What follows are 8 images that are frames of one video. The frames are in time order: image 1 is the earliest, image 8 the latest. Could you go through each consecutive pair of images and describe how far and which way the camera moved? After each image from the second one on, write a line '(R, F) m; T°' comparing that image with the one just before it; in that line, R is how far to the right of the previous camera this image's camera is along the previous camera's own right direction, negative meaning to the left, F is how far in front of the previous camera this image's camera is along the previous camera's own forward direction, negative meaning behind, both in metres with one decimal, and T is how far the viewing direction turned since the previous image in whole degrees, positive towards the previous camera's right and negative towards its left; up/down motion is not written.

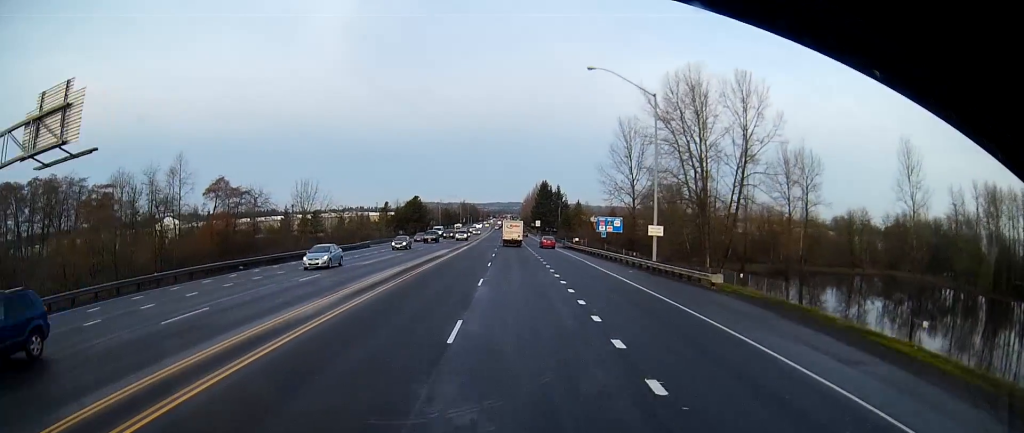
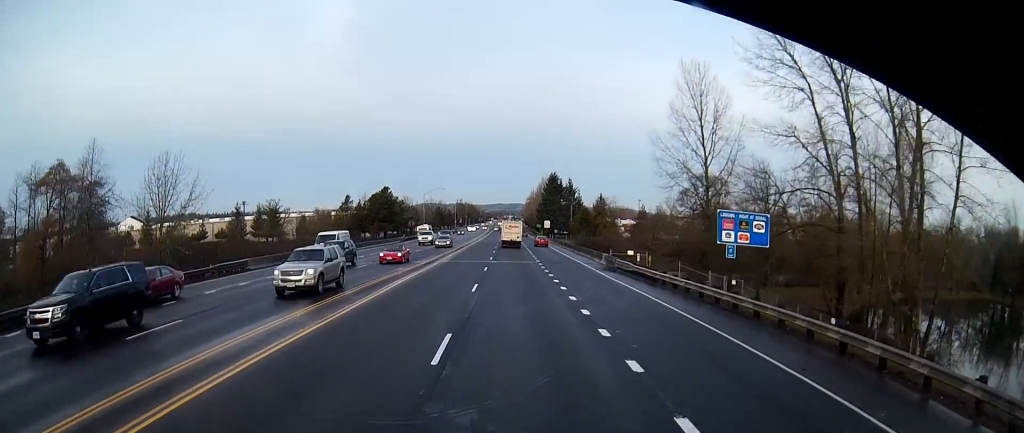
(+0.5, +38.5) m; +1°
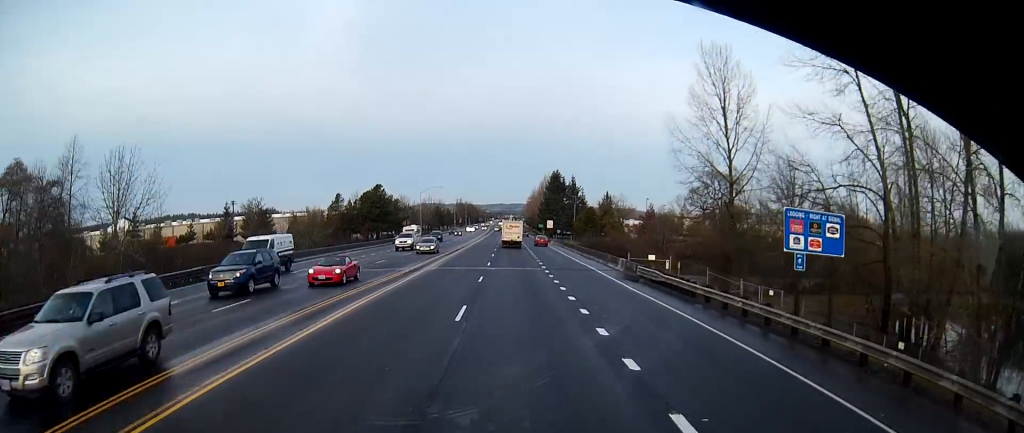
(0.0, +7.2) m; 0°
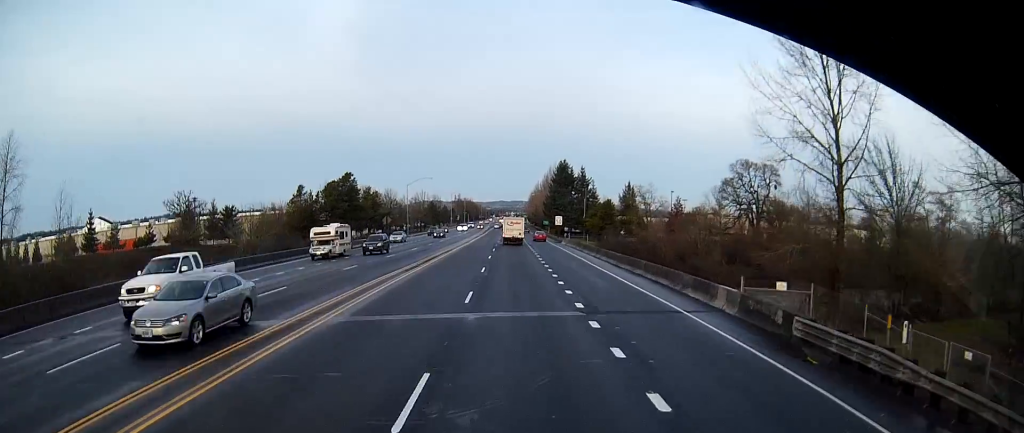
(0.0, +21.2) m; -1°
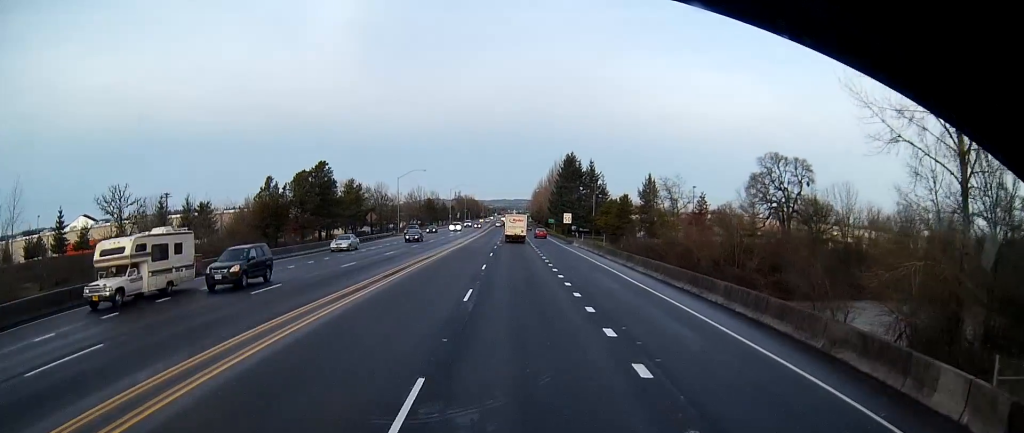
(-0.1, +13.3) m; 0°
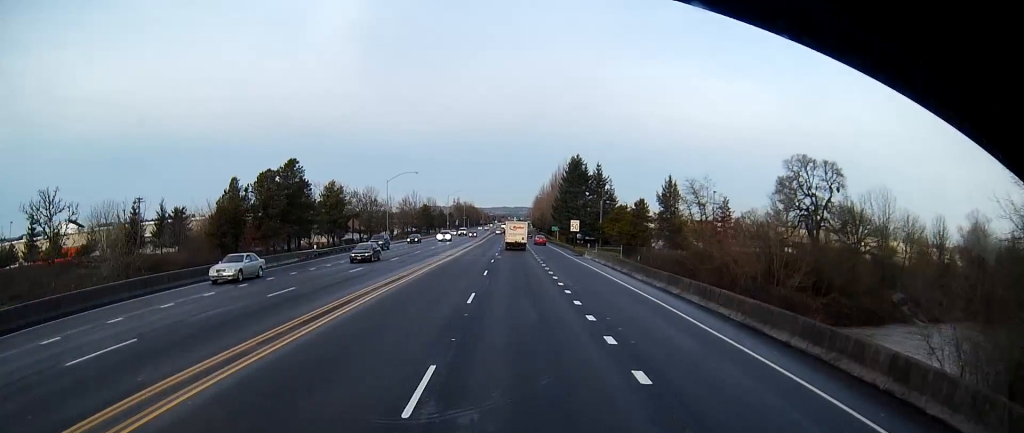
(0.0, +10.9) m; 0°
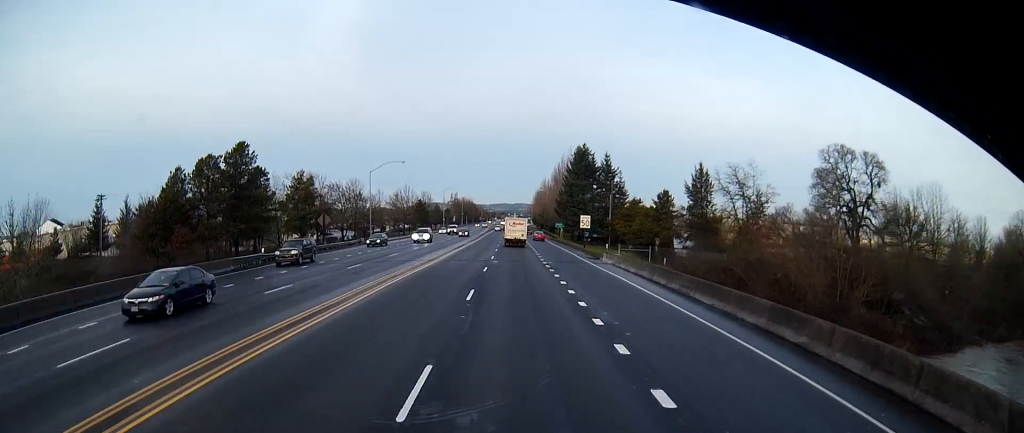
(+0.1, +12.7) m; 0°
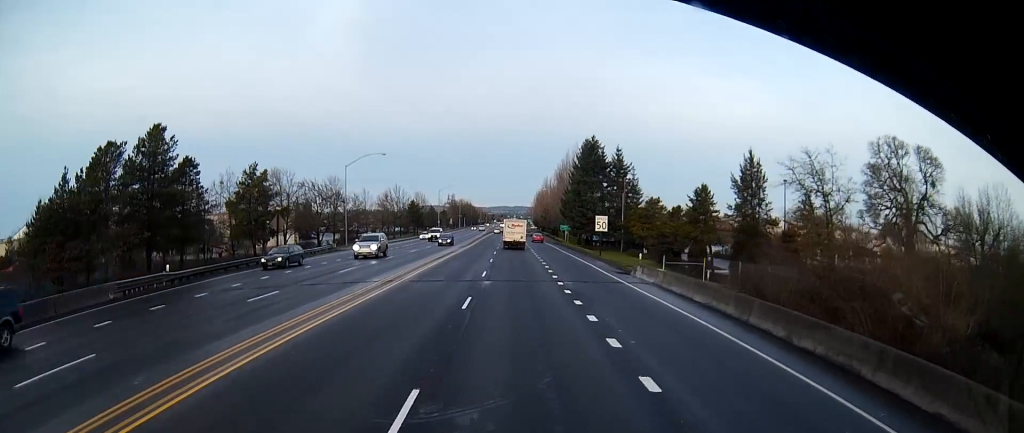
(0.0, +13.9) m; 0°
